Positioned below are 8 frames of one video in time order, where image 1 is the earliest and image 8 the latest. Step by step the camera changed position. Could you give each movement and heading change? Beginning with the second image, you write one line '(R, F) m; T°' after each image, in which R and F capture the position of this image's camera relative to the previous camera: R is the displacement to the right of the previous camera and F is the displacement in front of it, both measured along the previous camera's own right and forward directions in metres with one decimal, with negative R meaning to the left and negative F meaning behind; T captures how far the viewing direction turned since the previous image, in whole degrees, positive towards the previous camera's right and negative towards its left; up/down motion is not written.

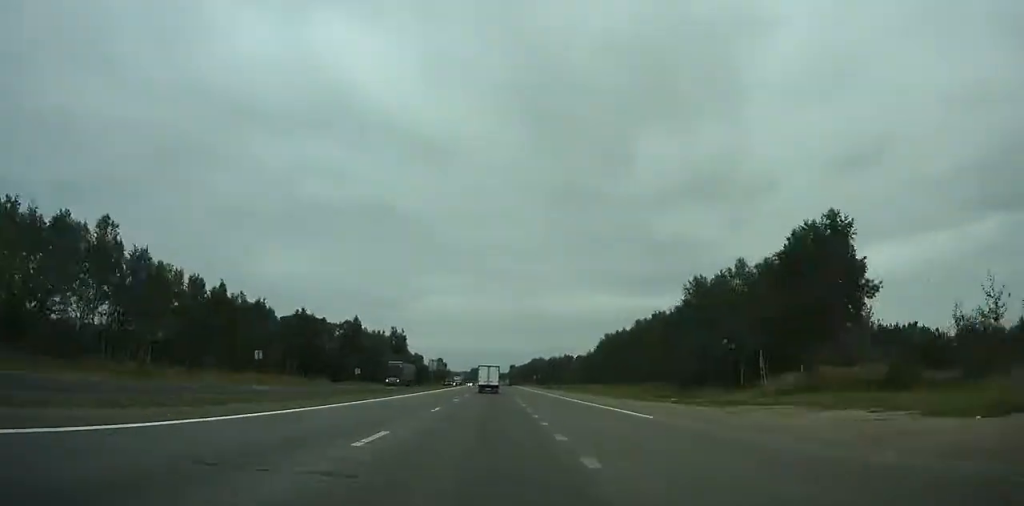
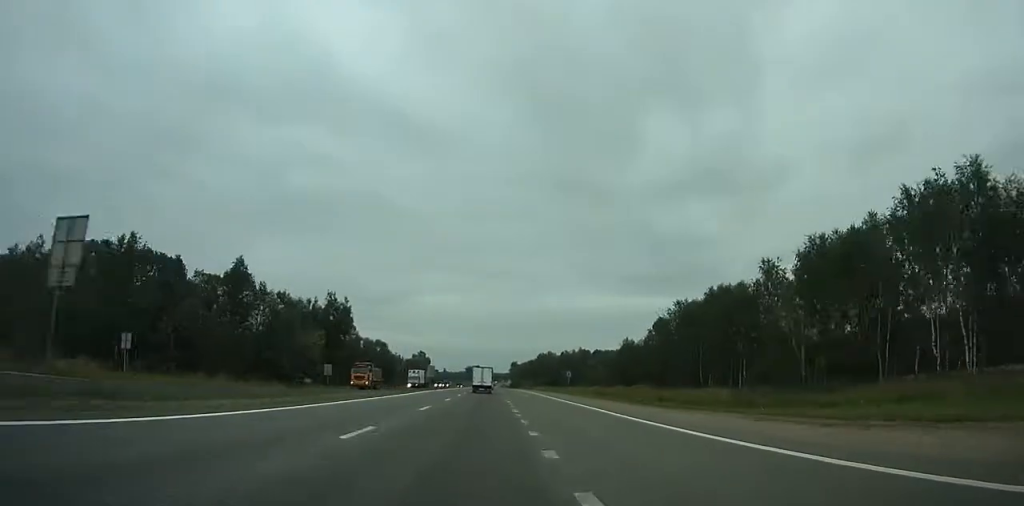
(-0.3, +71.4) m; 0°
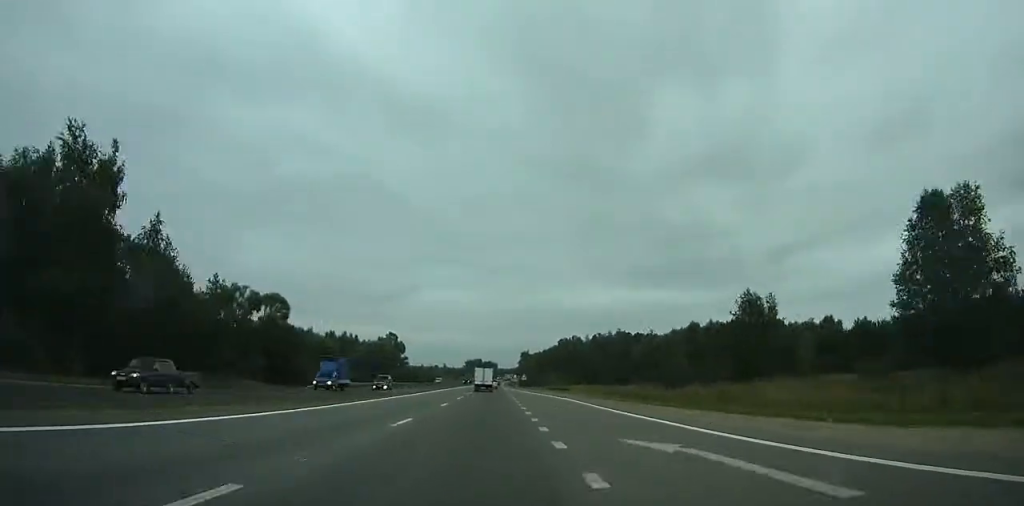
(-0.3, +80.8) m; -1°
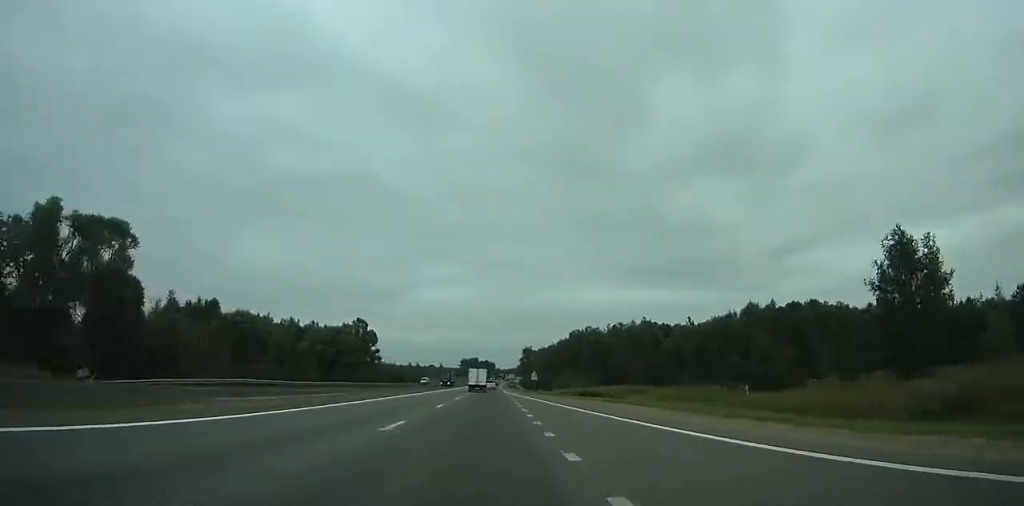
(-0.1, +37.5) m; 0°
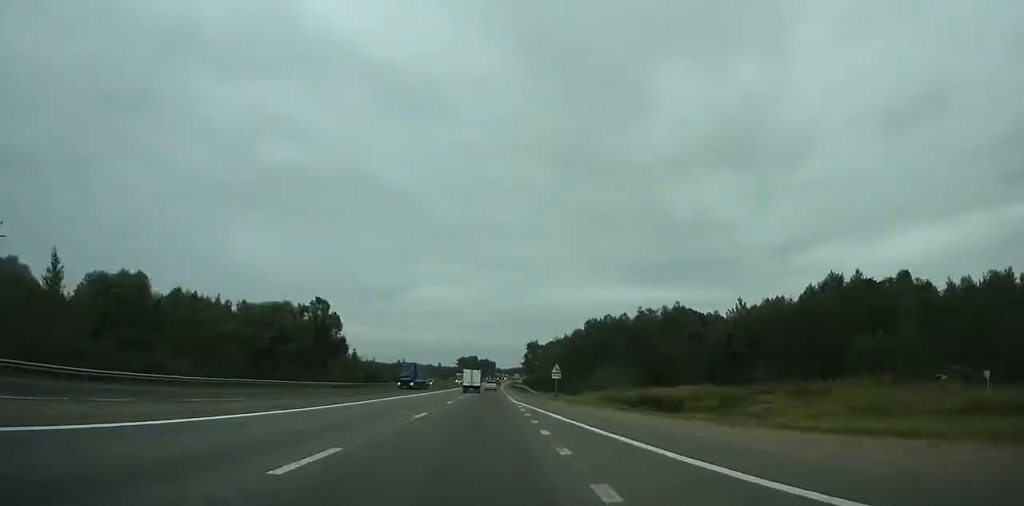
(-0.1, +30.9) m; 0°
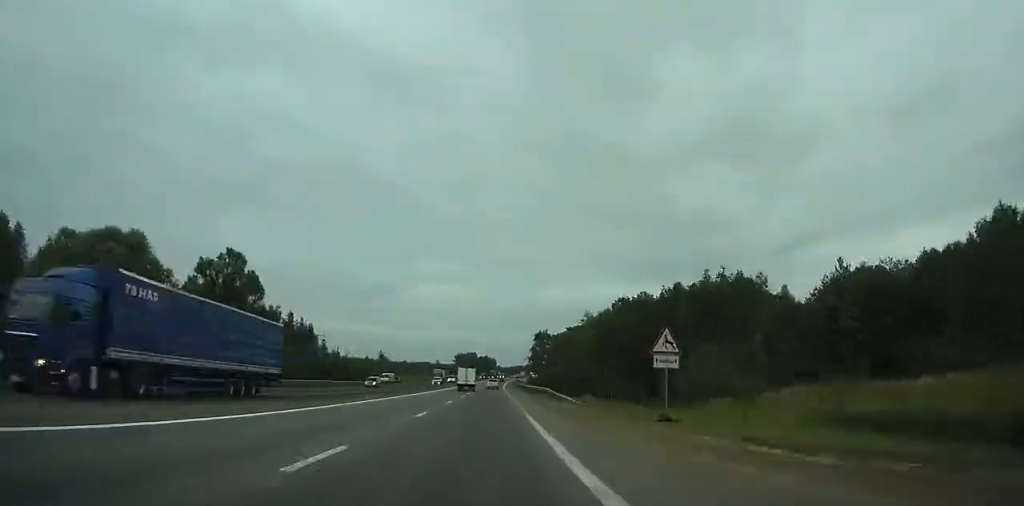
(+0.2, +35.8) m; 0°
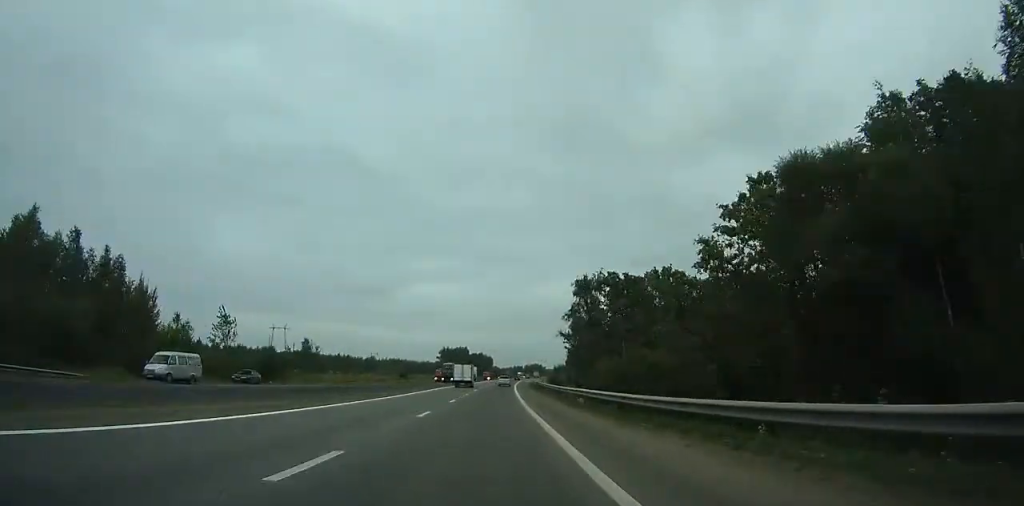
(+0.4, +83.6) m; +1°
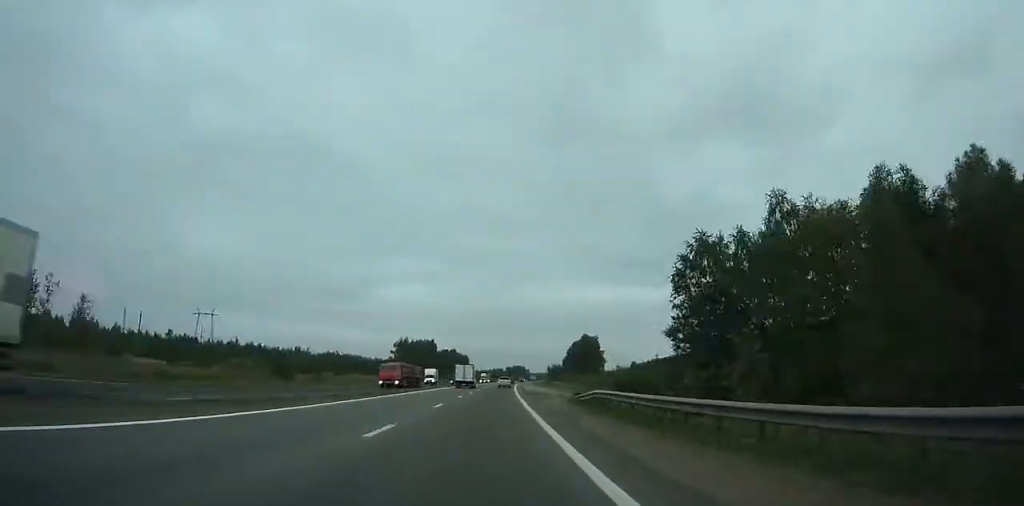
(+0.4, +77.9) m; +1°
